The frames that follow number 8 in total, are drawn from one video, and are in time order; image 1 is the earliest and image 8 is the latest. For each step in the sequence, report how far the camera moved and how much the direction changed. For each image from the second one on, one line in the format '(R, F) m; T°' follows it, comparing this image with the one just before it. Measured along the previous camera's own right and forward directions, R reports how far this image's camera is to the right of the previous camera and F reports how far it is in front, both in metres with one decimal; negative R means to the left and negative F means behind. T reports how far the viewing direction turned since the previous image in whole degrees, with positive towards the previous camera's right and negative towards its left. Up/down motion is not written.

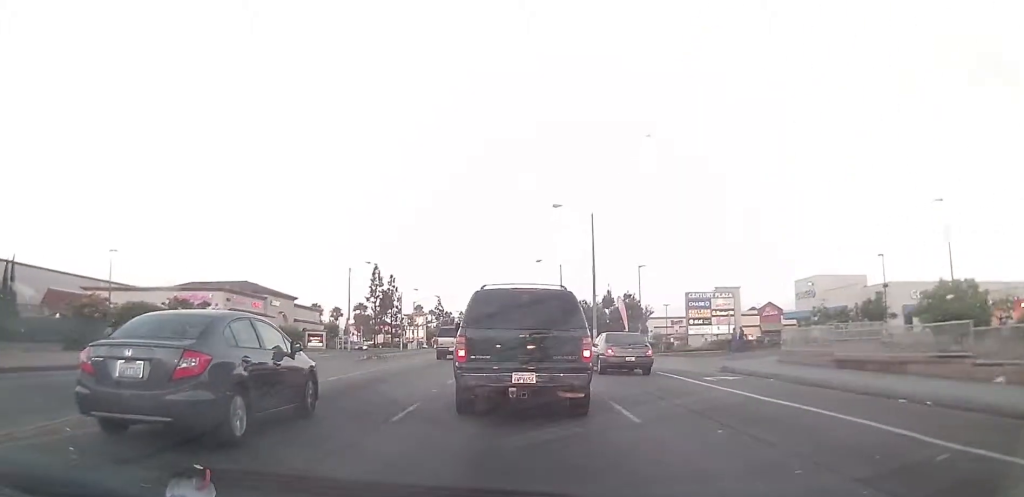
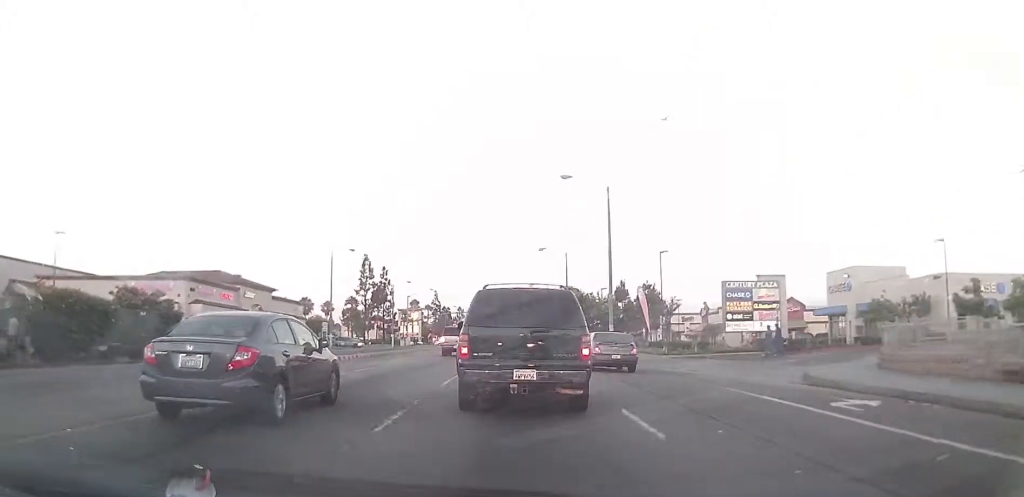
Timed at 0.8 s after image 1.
(0.0, +9.1) m; 0°
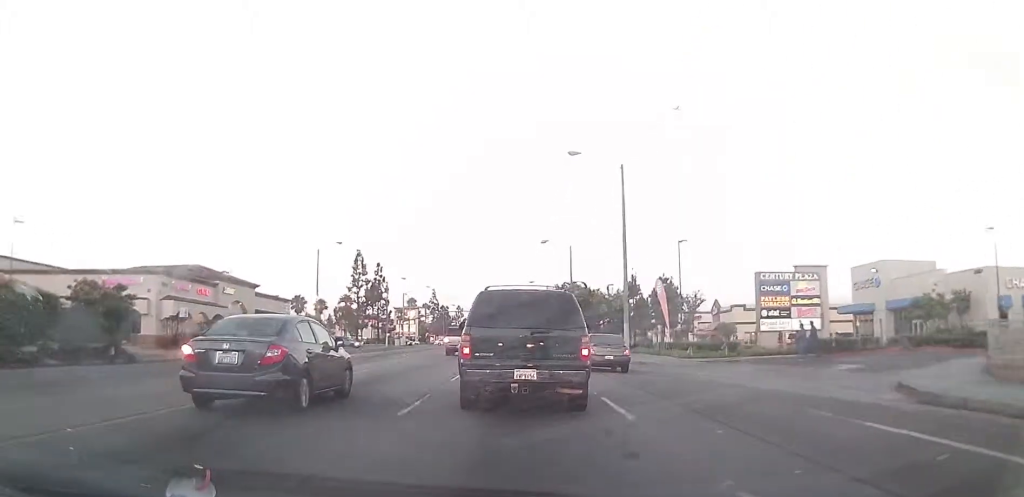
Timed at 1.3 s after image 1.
(0.0, +6.0) m; 0°
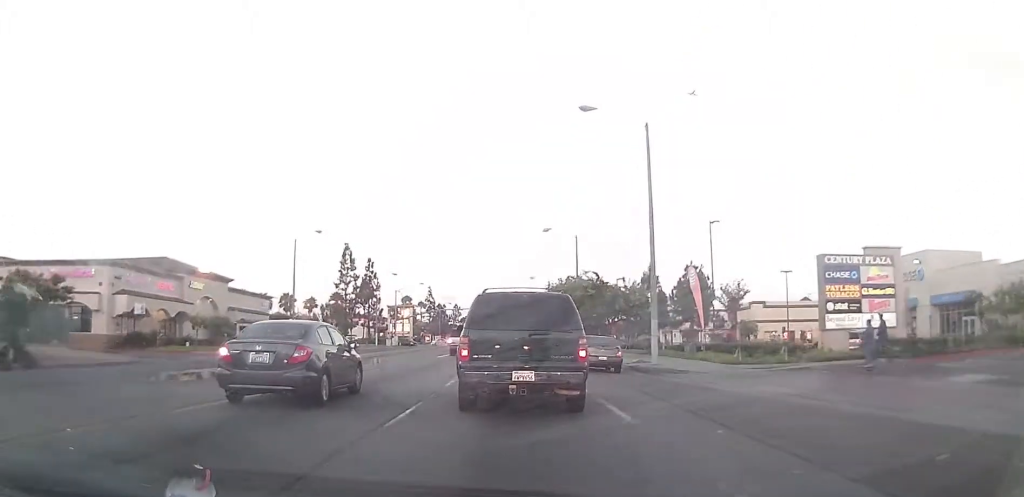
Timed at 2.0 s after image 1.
(0.0, +7.8) m; 0°
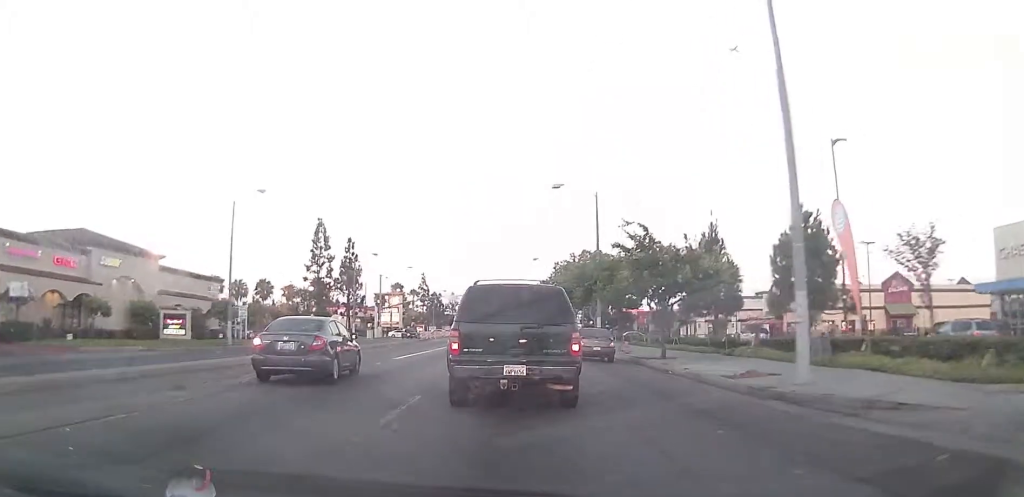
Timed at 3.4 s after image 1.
(0.0, +15.7) m; 0°
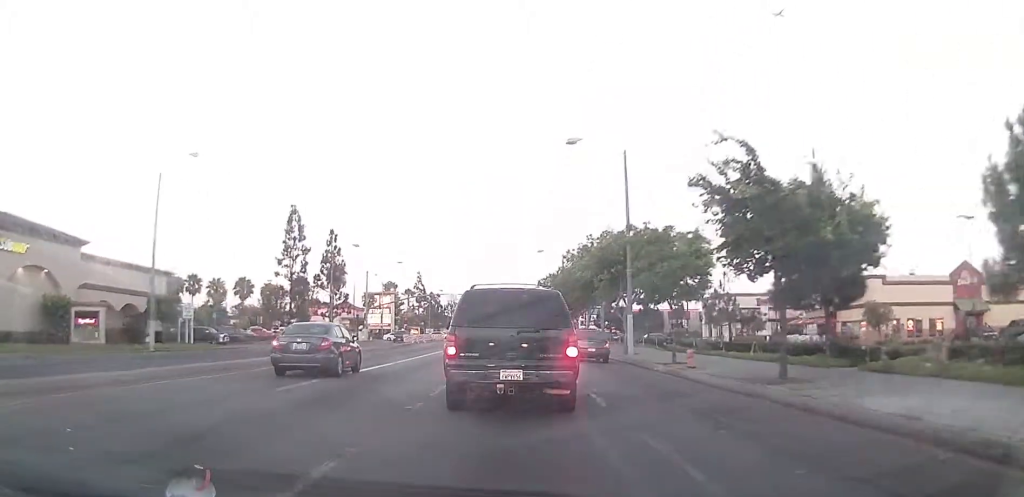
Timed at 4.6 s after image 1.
(0.0, +12.7) m; 0°
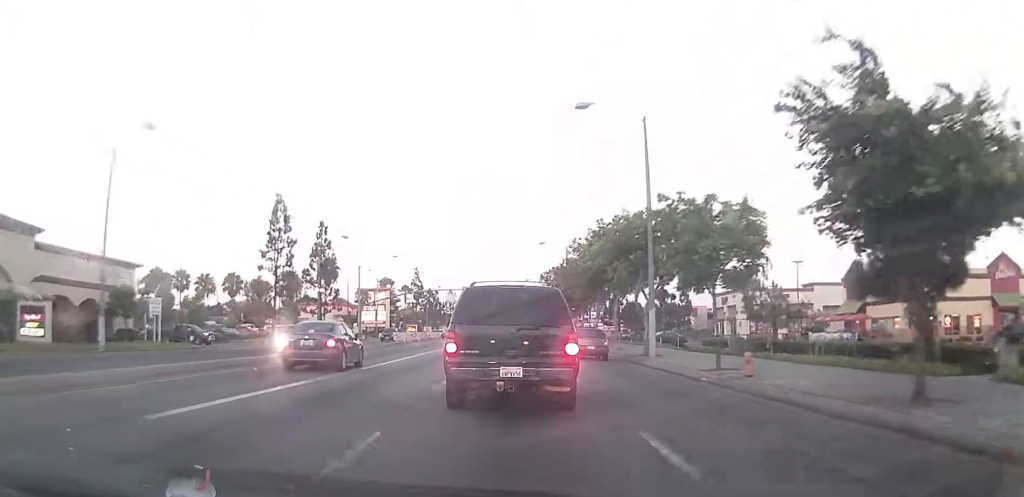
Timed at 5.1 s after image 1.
(0.0, +5.8) m; 0°
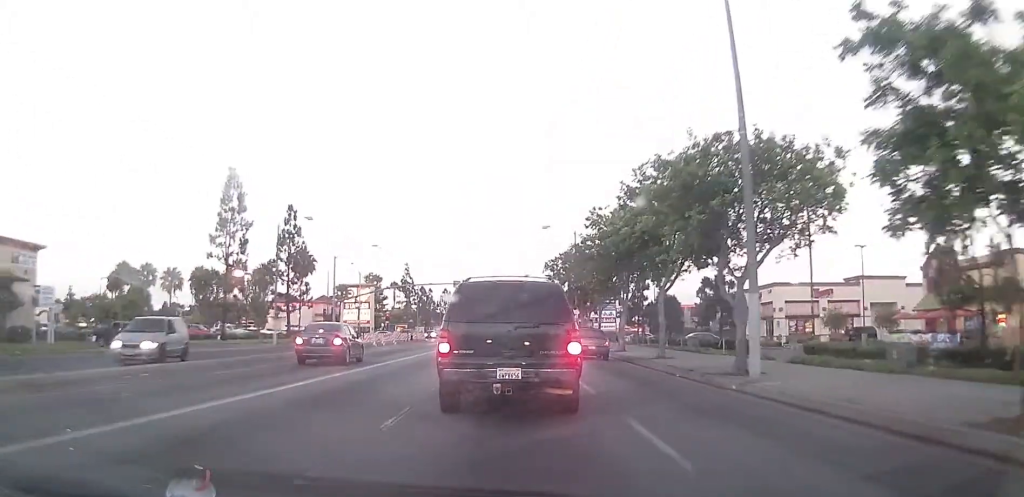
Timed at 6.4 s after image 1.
(0.0, +13.8) m; 0°
